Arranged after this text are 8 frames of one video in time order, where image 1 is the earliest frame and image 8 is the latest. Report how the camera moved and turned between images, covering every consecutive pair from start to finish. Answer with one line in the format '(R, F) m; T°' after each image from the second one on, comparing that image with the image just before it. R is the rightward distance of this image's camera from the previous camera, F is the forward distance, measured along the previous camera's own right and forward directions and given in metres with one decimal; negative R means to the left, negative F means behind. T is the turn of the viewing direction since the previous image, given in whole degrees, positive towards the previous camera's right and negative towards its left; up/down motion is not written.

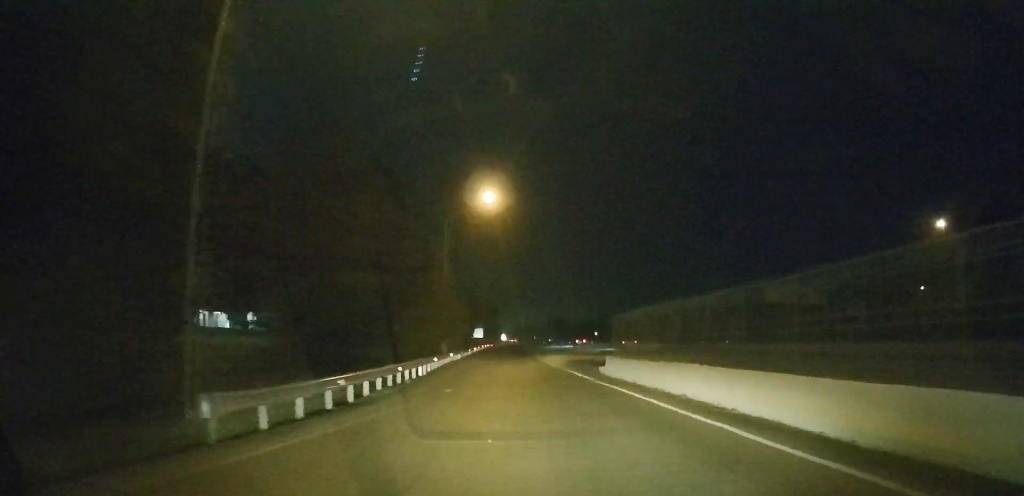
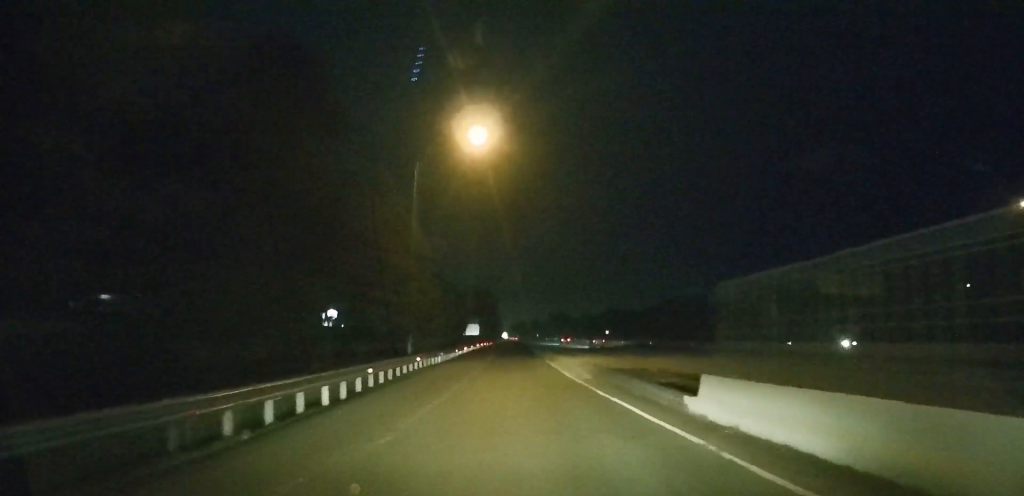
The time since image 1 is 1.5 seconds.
(0.0, +13.7) m; 0°
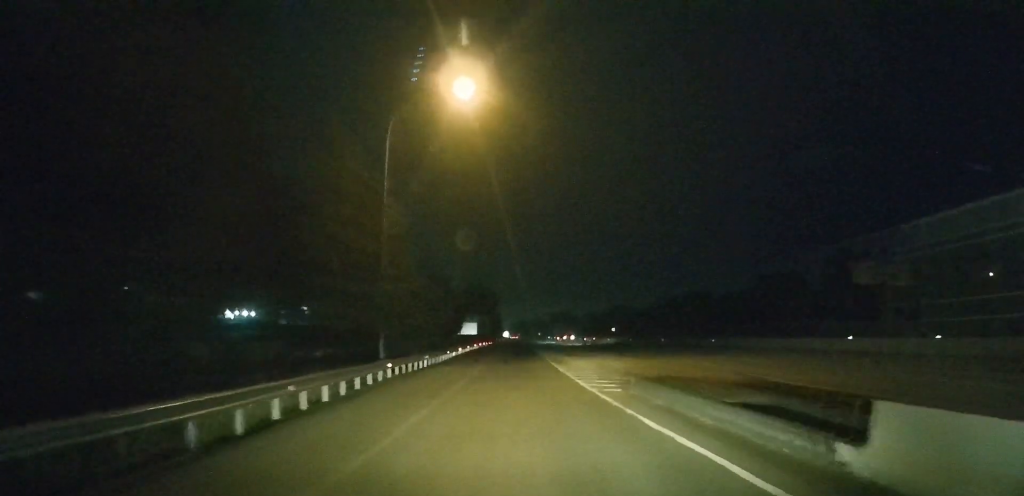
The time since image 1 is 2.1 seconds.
(0.0, +5.9) m; 0°
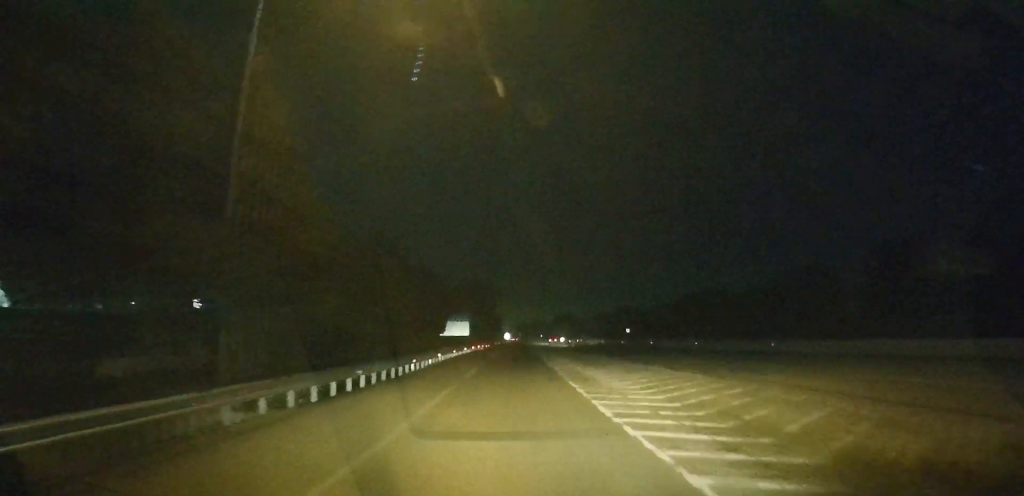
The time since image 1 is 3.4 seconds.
(-0.1, +13.3) m; 0°
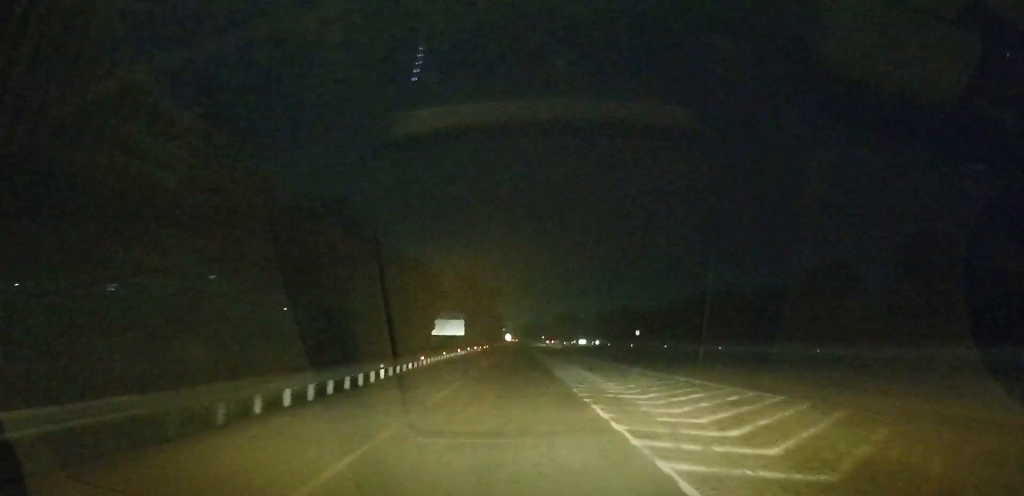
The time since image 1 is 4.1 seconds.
(0.0, +7.5) m; 0°
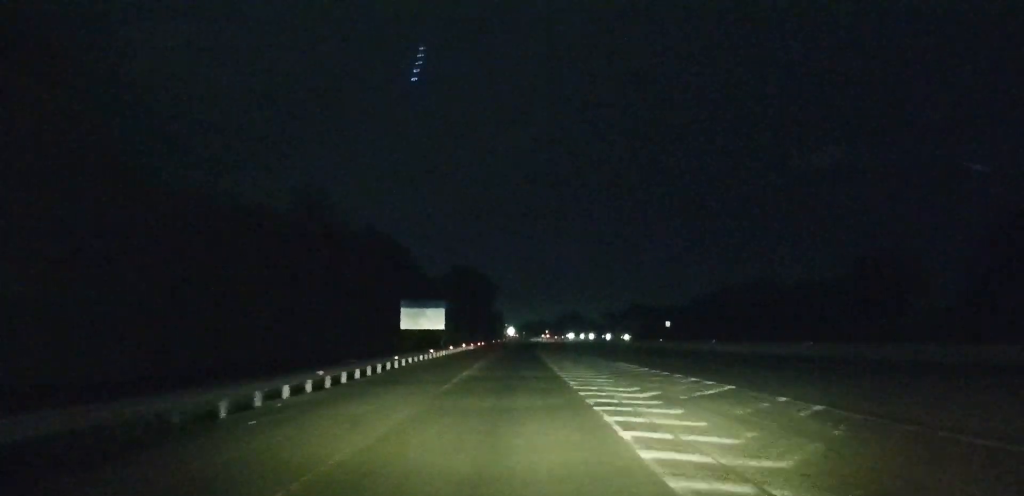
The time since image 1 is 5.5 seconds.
(-0.2, +18.0) m; 0°
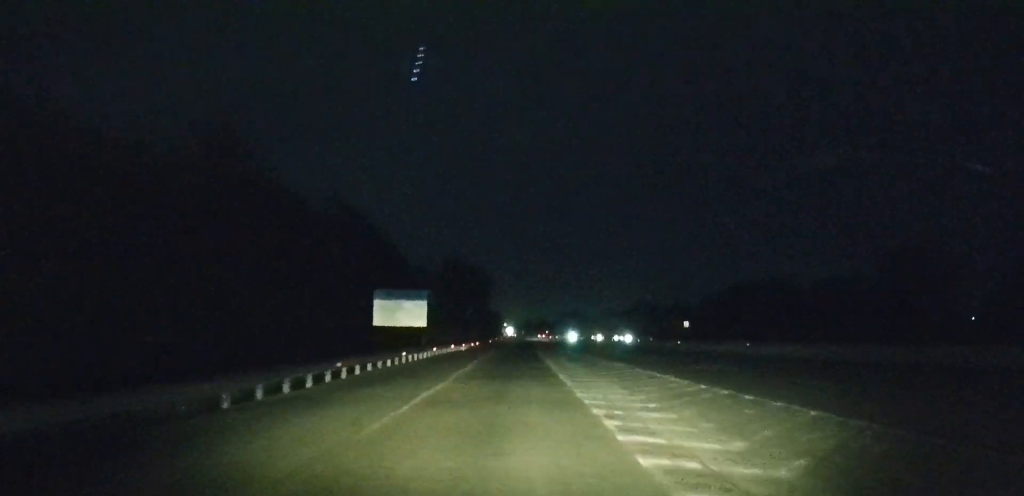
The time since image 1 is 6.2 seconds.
(+0.1, +9.1) m; 0°
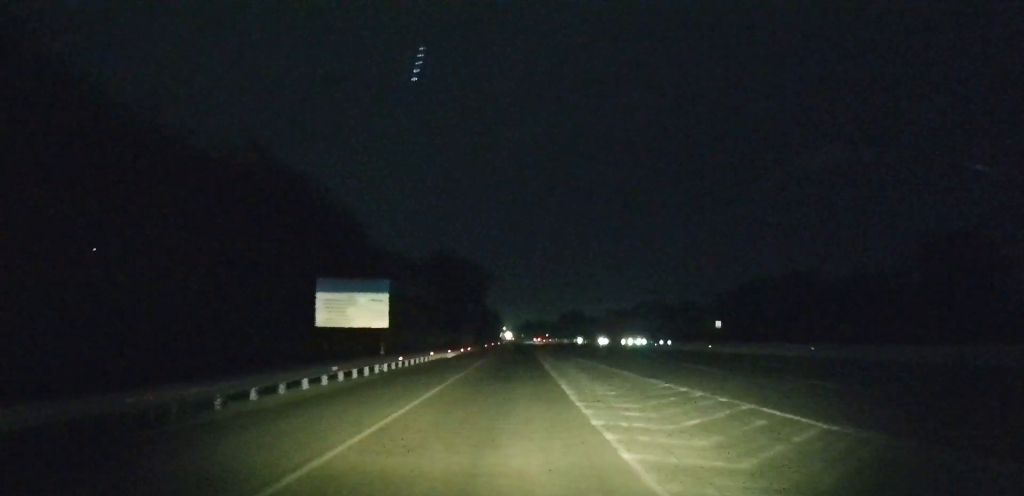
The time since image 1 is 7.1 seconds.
(-0.1, +12.4) m; 0°
